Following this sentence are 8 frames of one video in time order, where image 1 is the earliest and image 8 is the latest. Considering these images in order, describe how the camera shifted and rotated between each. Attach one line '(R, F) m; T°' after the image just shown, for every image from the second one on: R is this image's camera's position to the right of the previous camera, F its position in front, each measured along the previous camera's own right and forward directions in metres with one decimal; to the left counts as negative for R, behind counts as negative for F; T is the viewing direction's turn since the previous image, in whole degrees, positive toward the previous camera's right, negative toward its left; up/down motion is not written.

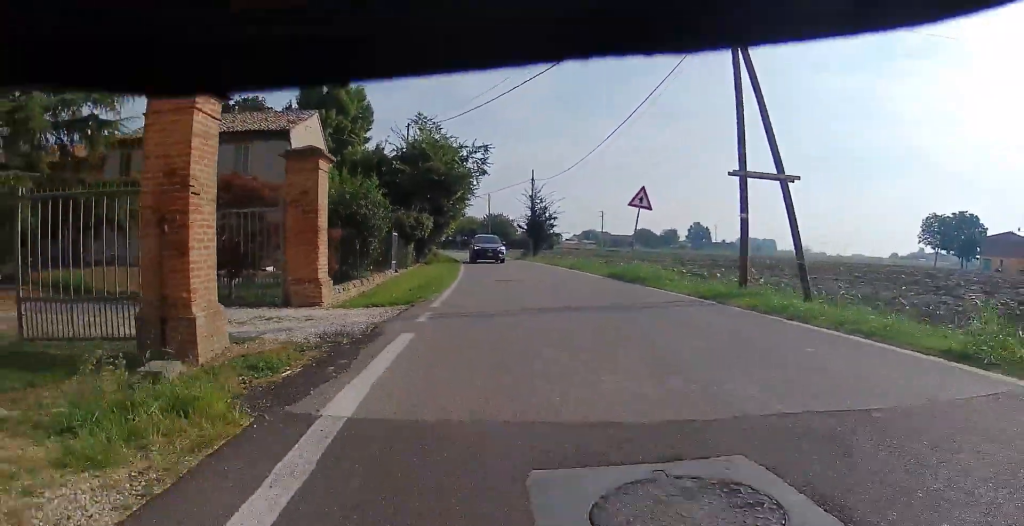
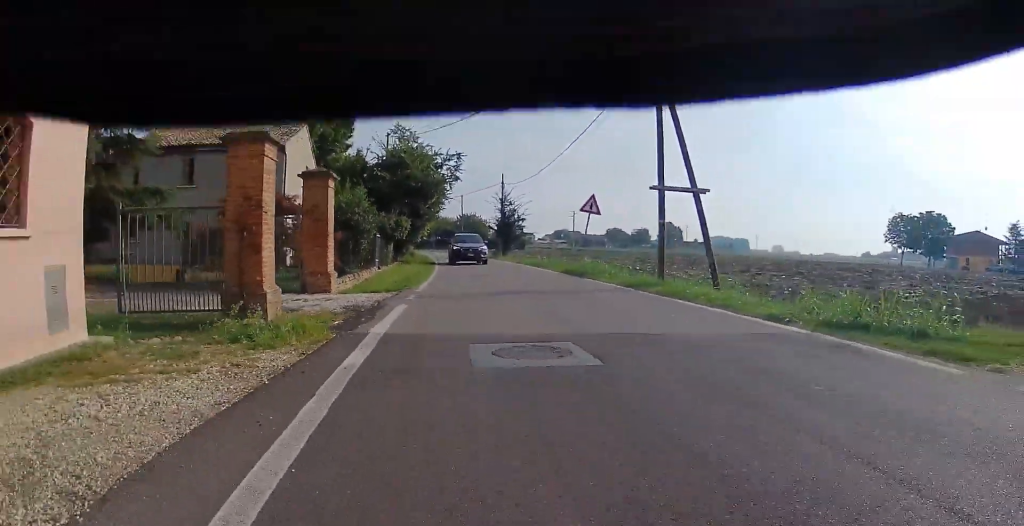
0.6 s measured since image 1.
(+0.1, +3.1) m; 0°
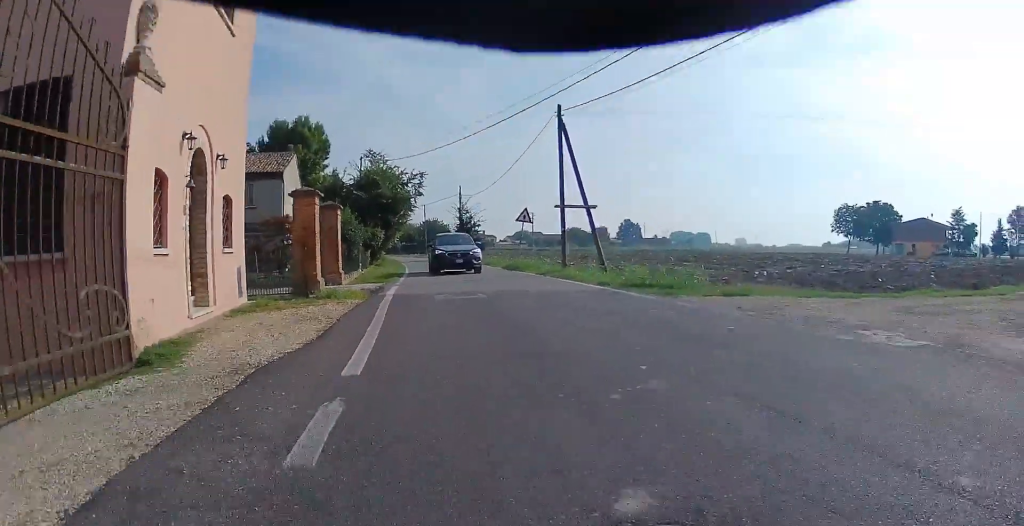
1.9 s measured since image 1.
(-0.3, +6.4) m; -4°
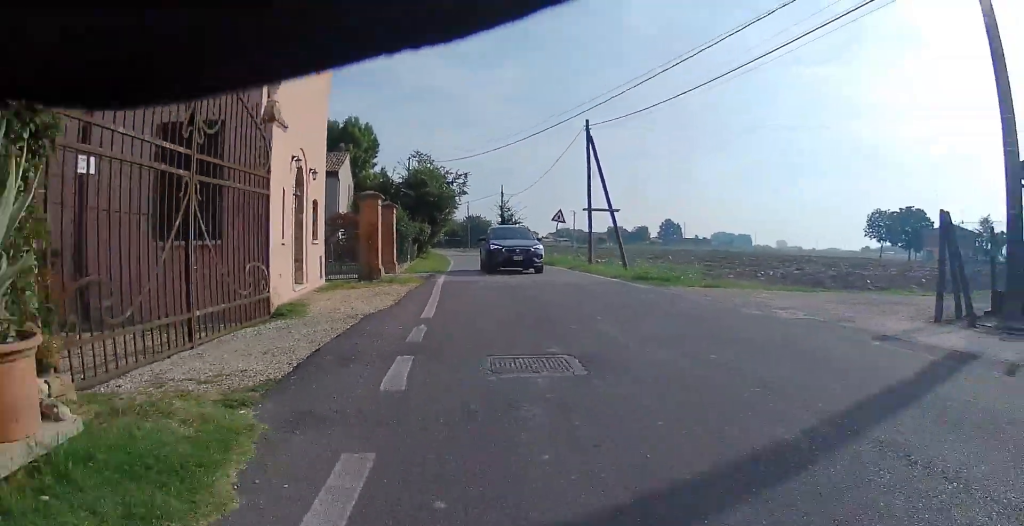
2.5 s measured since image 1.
(-0.1, +2.8) m; +1°
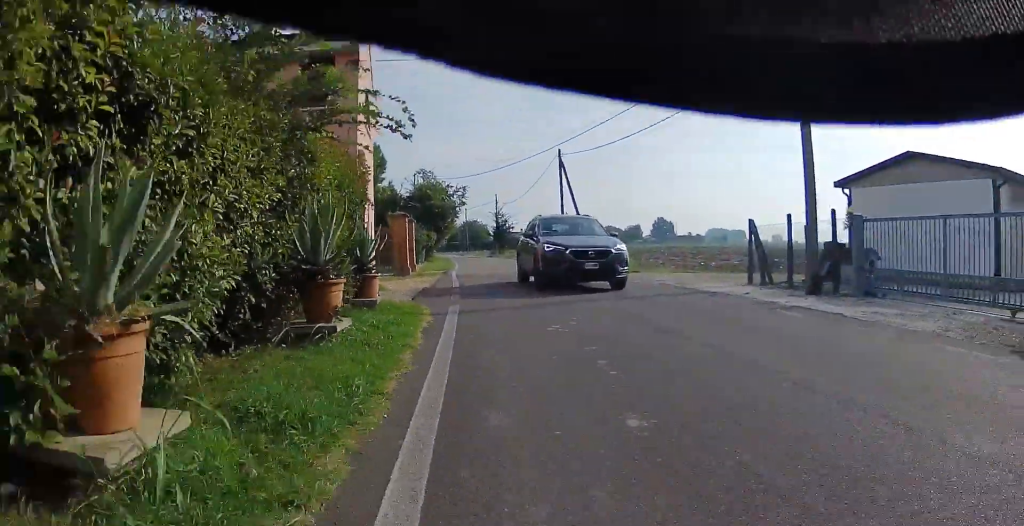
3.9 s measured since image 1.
(+0.5, +6.7) m; +3°
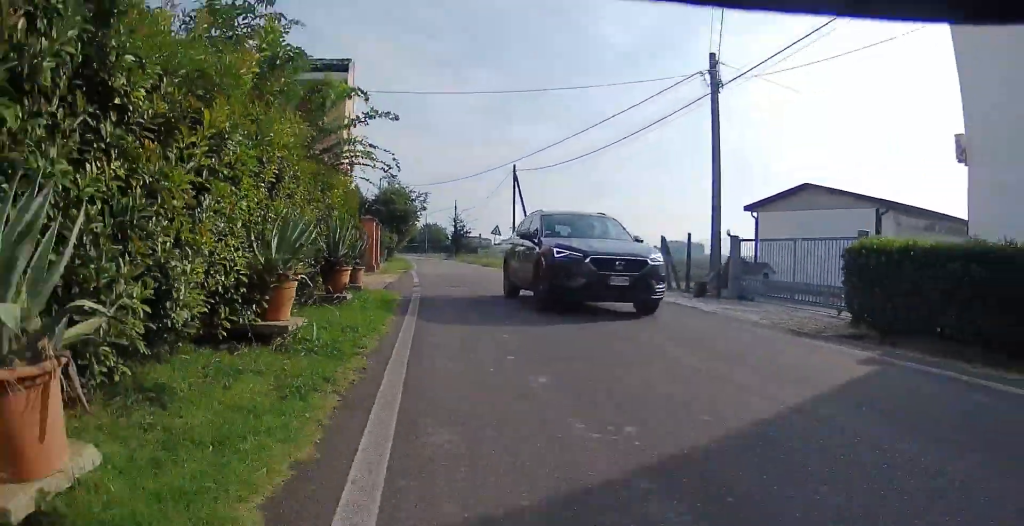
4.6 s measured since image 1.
(-0.1, +3.2) m; -2°
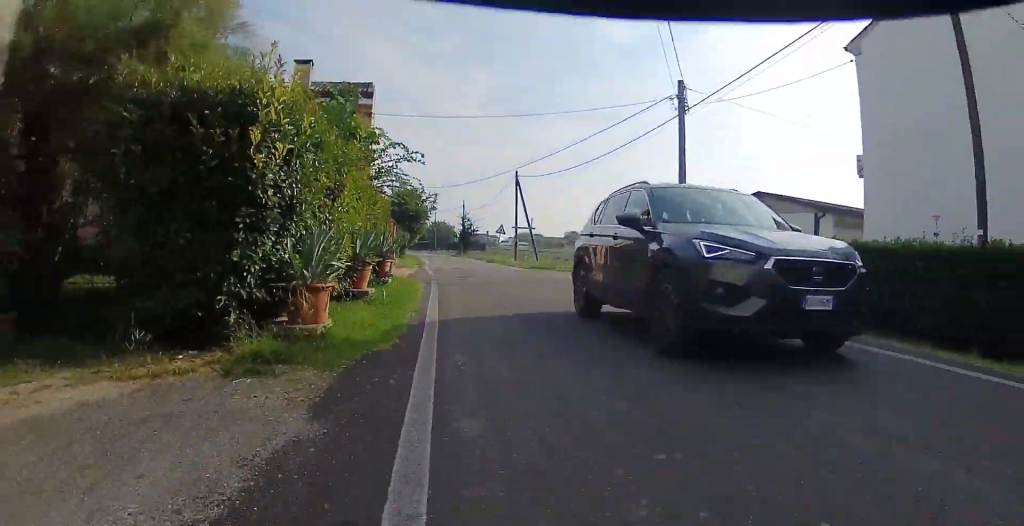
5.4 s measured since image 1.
(0.0, +3.6) m; -2°
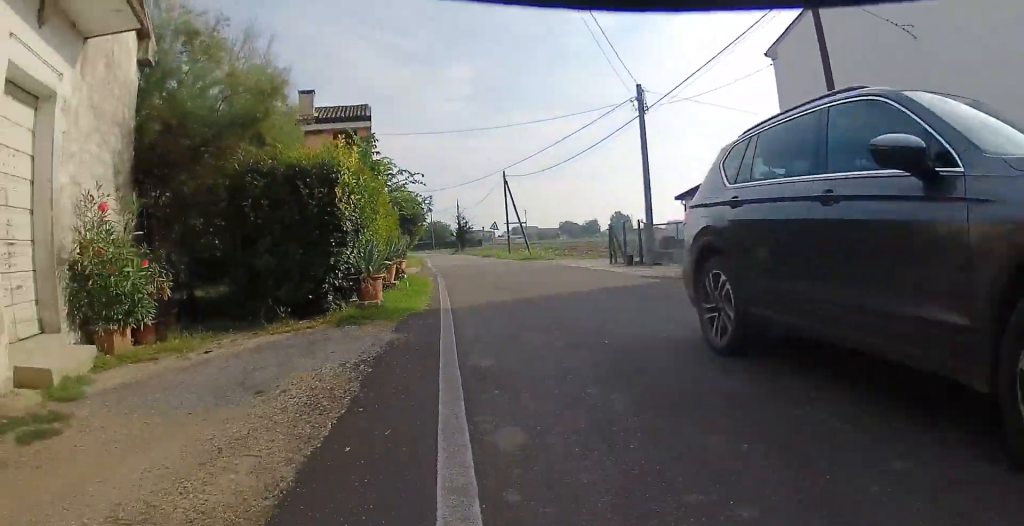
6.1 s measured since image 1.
(-0.1, +3.3) m; 0°
